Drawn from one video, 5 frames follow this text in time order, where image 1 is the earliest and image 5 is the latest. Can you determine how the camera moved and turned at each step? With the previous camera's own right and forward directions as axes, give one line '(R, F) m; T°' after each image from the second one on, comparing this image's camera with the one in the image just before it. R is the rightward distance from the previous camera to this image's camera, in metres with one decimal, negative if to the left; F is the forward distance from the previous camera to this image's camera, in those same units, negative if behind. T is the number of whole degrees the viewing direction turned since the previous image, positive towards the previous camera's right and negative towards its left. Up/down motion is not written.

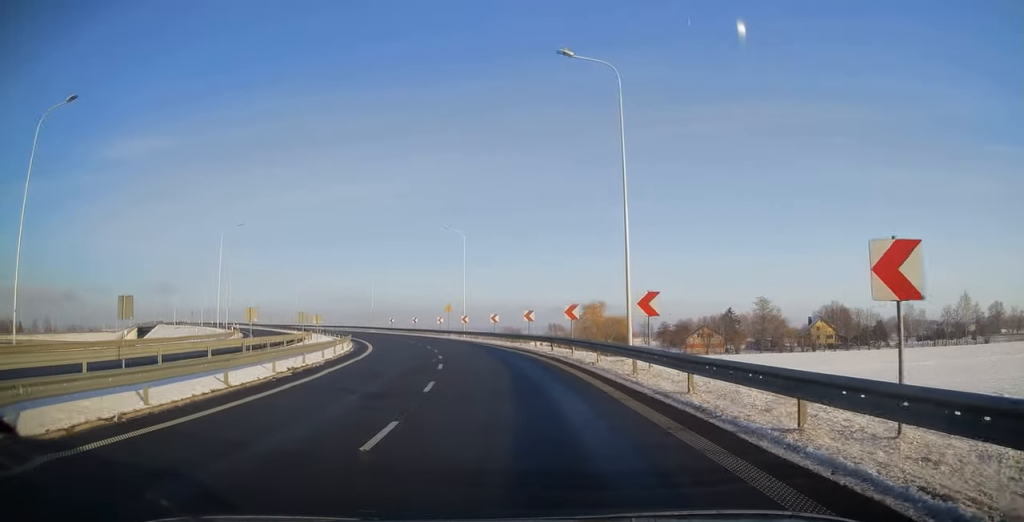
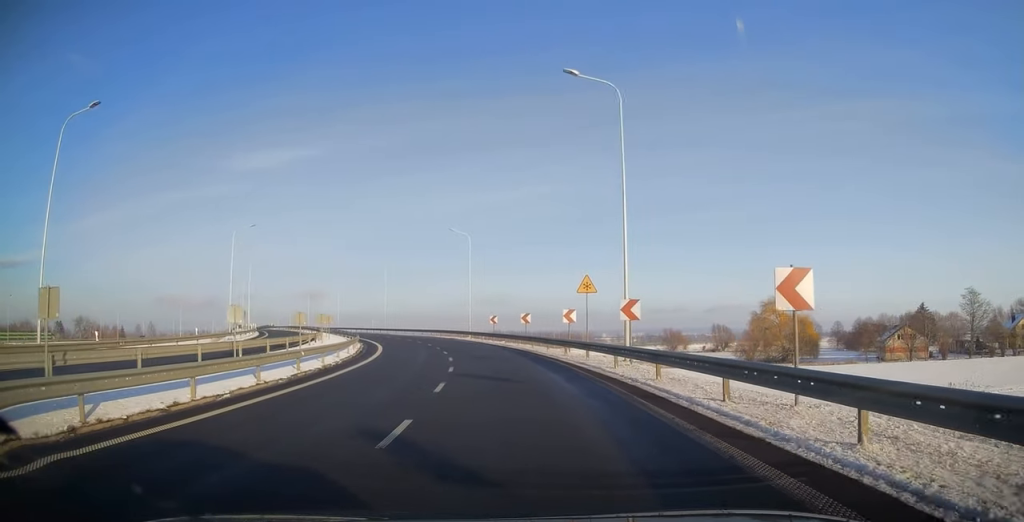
(-4.8, +35.7) m; -14°
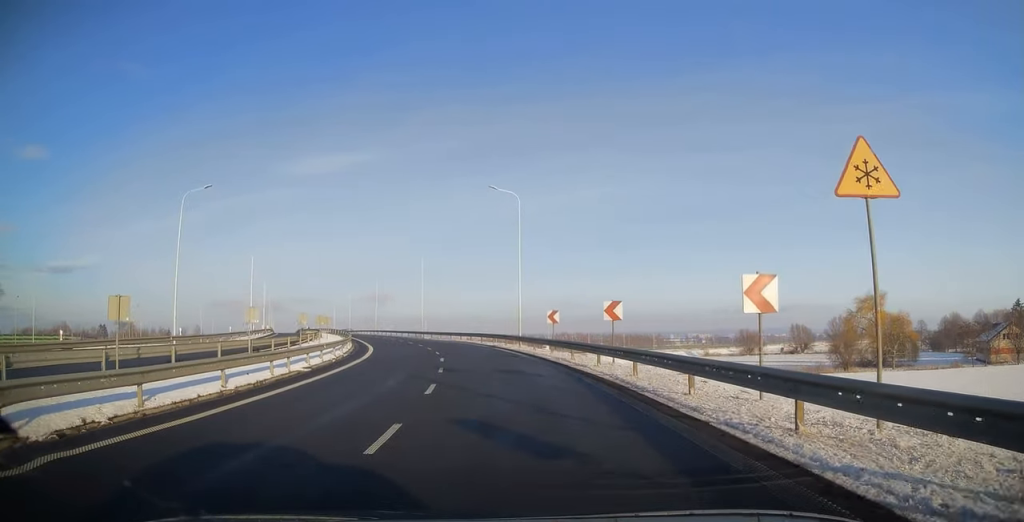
(-0.8, +18.6) m; -6°
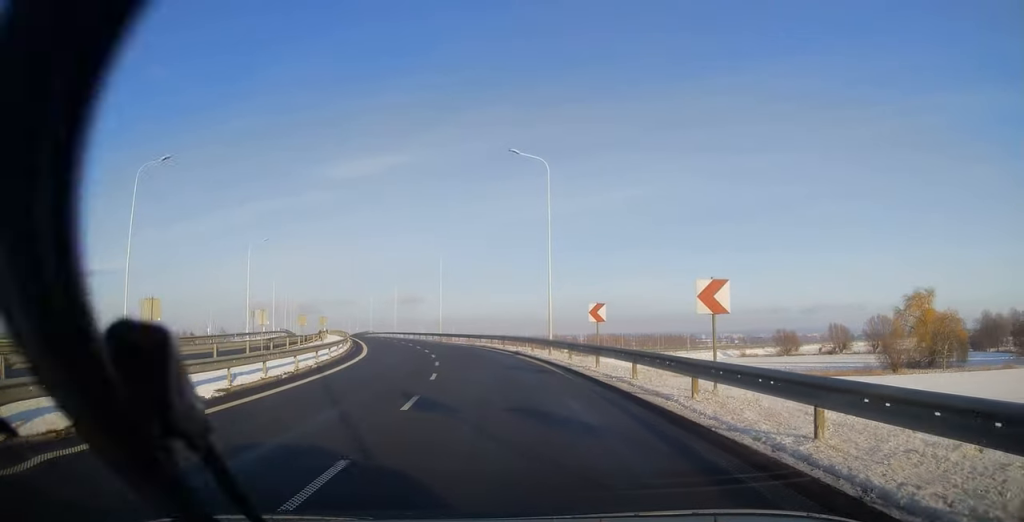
(-0.3, +8.5) m; -3°
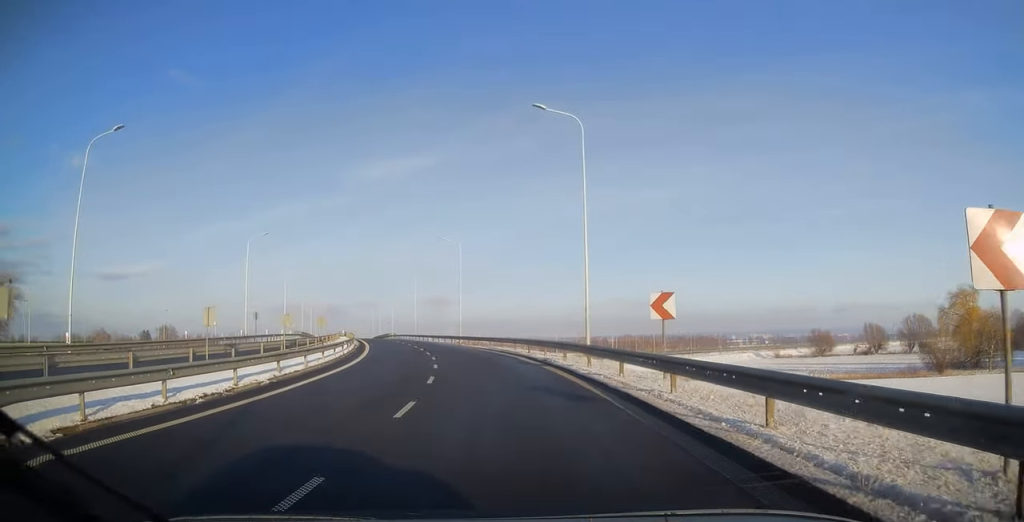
(-0.1, +6.8) m; -3°
